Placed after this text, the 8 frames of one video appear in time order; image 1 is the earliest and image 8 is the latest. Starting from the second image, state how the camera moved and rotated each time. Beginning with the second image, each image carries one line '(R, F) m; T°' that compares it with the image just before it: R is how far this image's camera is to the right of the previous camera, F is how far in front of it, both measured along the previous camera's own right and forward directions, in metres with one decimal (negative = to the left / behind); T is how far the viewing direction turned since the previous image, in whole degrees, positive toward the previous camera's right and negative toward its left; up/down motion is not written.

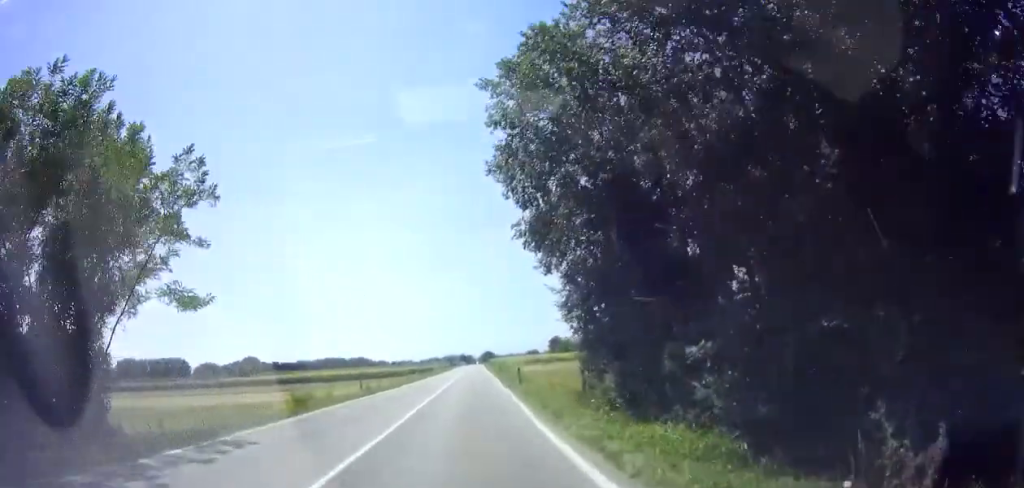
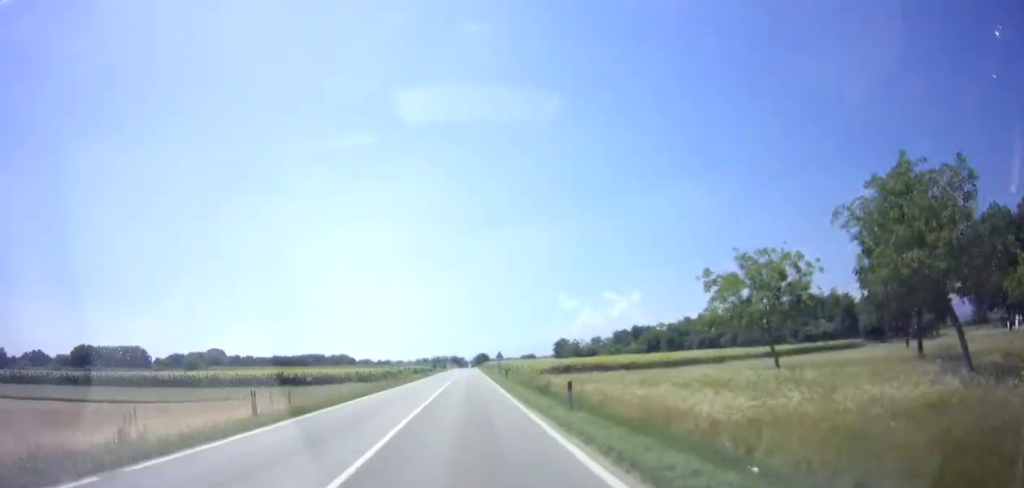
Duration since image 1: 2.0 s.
(-0.2, +38.9) m; -1°
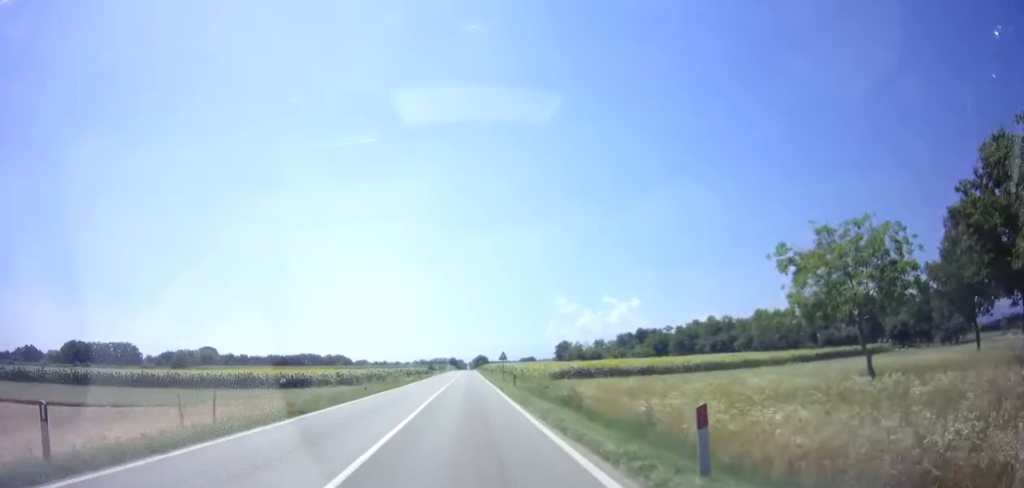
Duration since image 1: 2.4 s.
(-0.2, +7.9) m; 0°
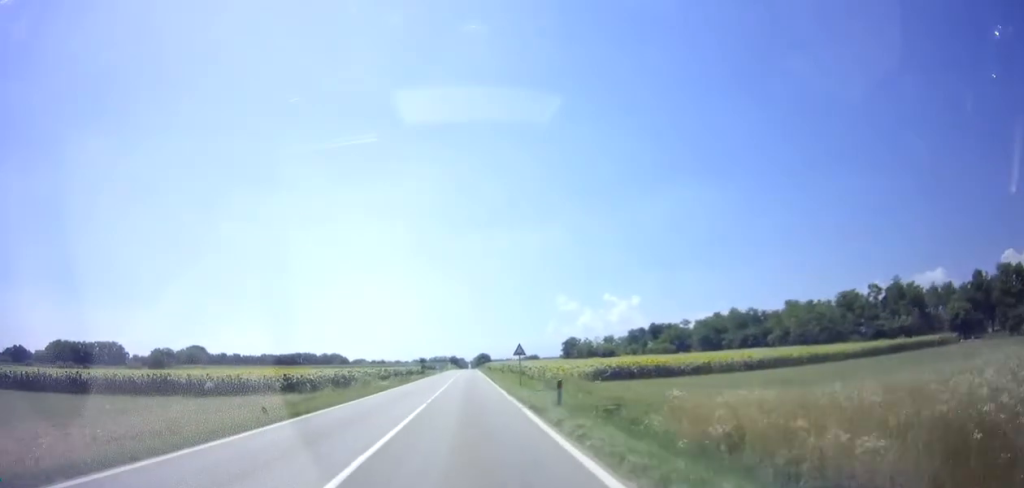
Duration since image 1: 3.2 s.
(+0.1, +14.6) m; 0°
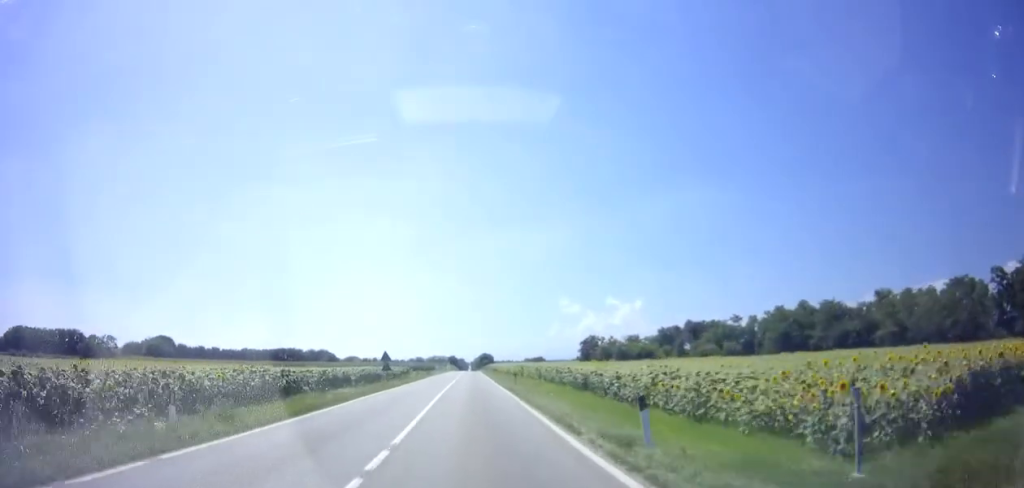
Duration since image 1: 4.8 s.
(-0.1, +33.4) m; 0°
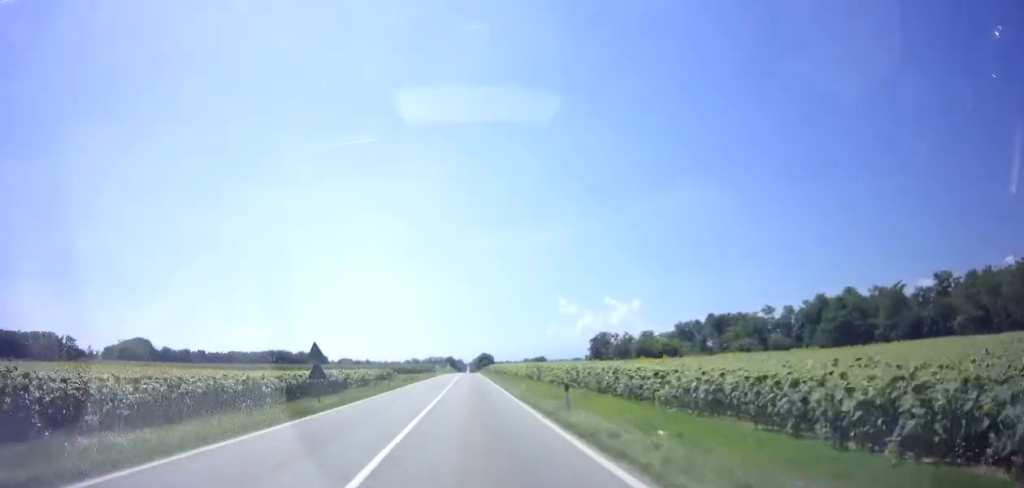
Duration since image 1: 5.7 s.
(+0.4, +18.2) m; 0°
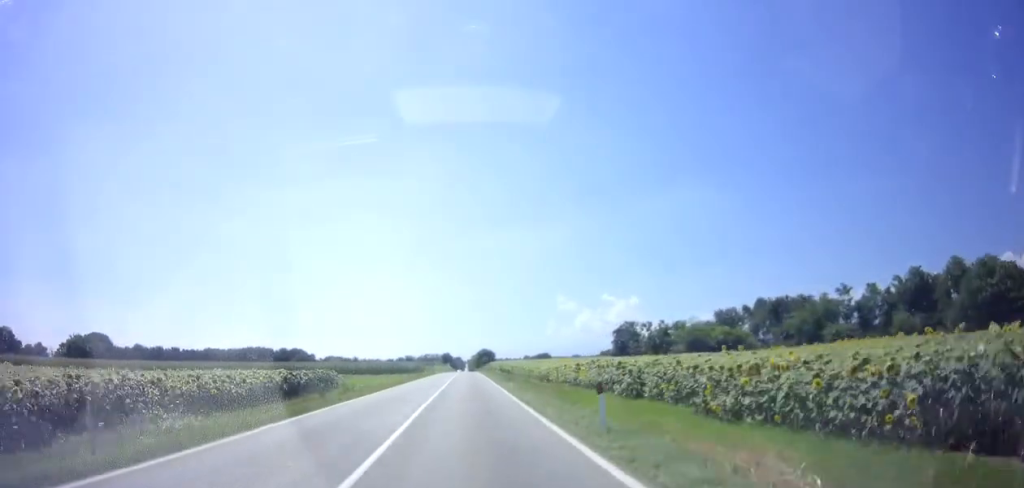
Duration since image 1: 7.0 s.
(-0.3, +28.7) m; 0°
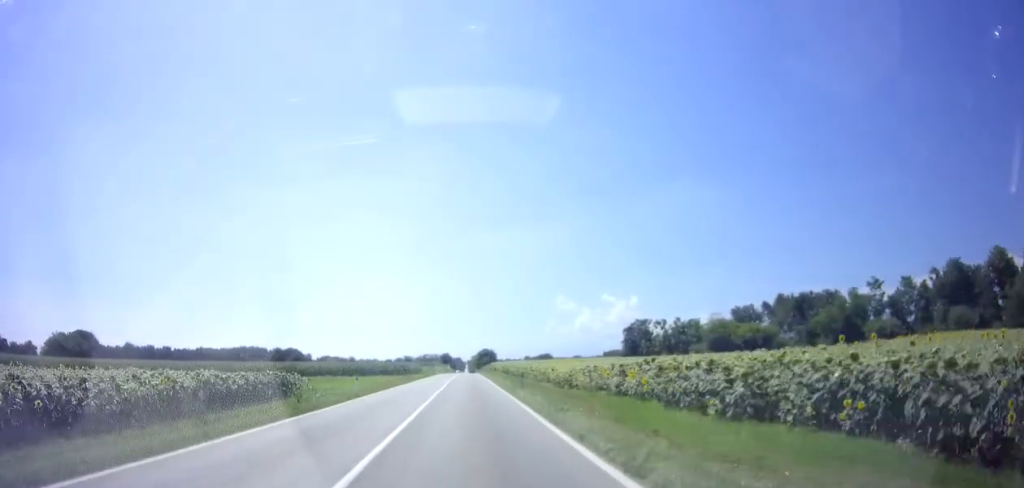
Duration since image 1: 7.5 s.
(+0.1, +9.0) m; 0°
